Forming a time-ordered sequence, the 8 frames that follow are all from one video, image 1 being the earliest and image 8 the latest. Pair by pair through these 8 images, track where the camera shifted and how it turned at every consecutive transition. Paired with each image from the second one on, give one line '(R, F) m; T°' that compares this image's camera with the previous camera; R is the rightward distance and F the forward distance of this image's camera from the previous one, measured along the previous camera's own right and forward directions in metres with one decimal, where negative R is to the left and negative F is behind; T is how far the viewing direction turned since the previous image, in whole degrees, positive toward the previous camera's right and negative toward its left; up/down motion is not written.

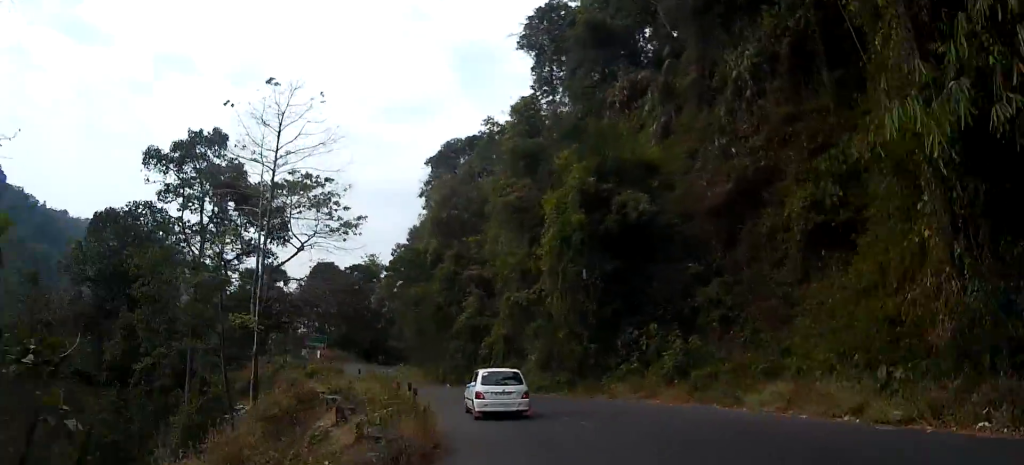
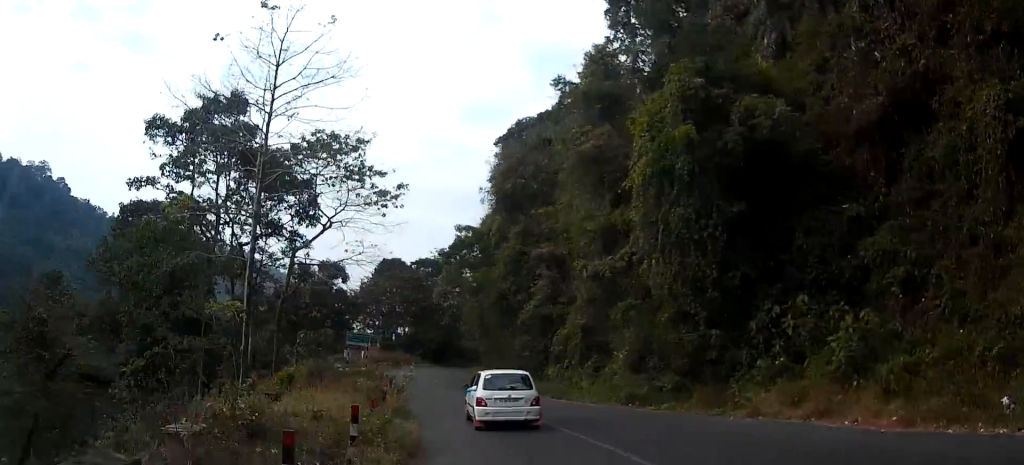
(-0.7, +10.0) m; -7°
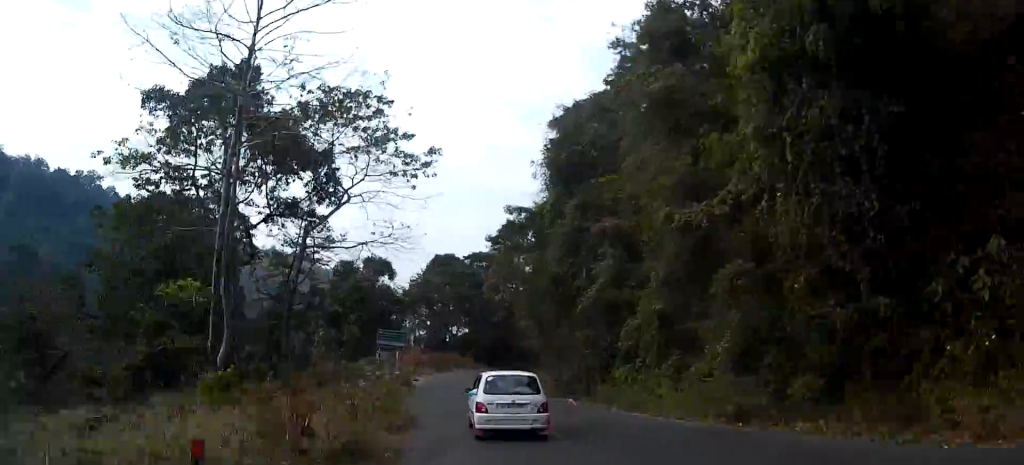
(-0.2, +7.2) m; -4°
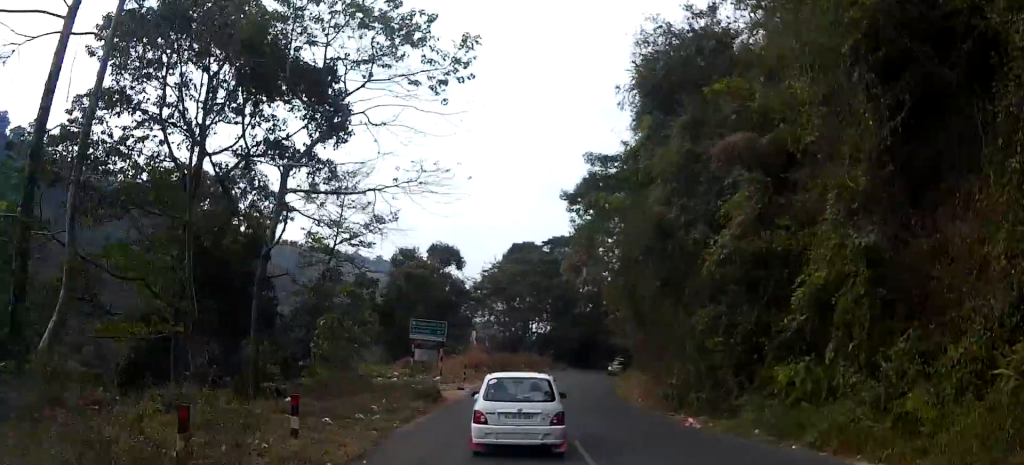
(-1.0, +11.8) m; -3°
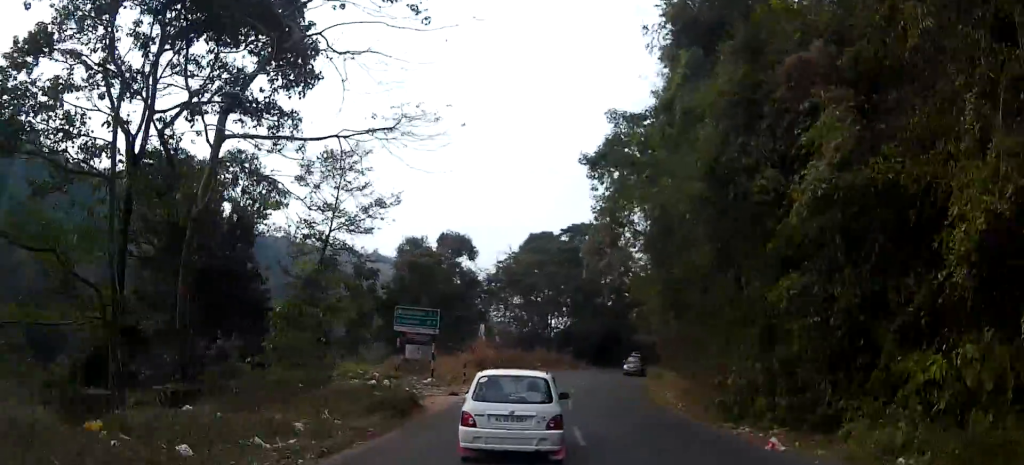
(+0.2, +5.8) m; 0°
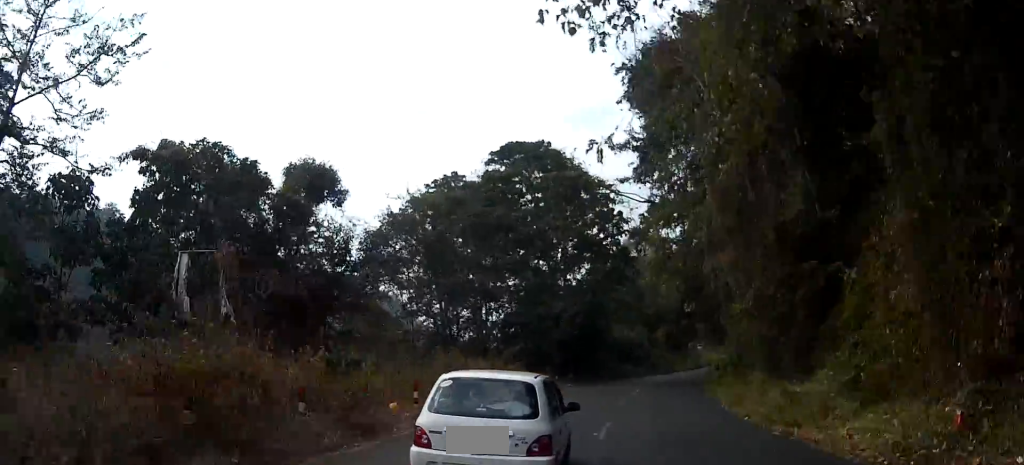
(+0.1, +31.9) m; +4°
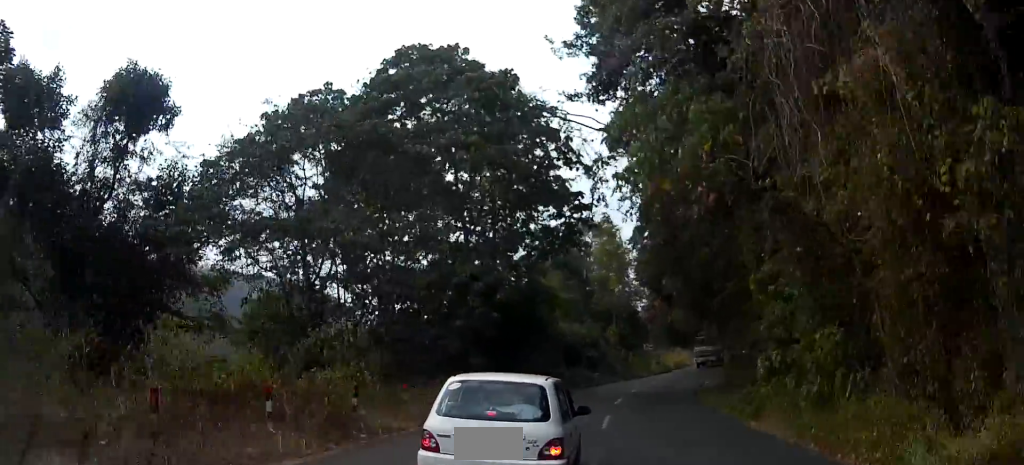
(+0.7, +14.1) m; +5°
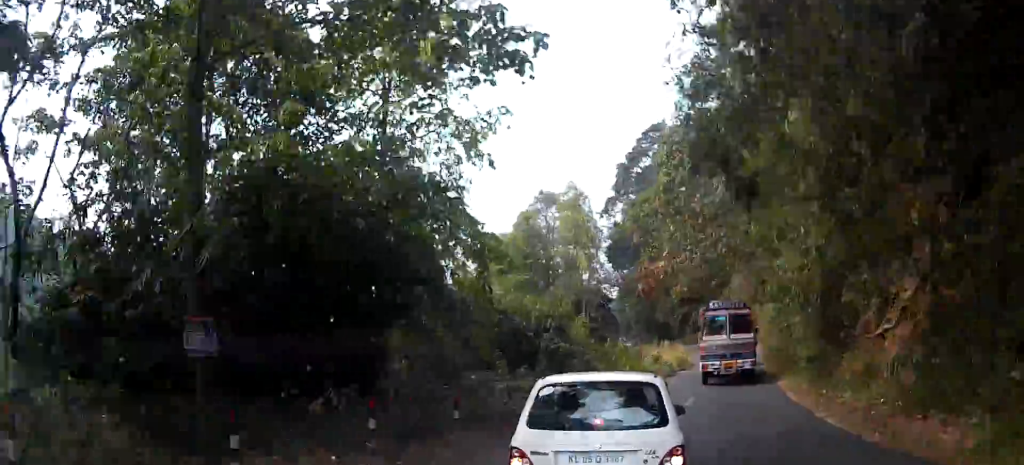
(+1.0, +19.6) m; +7°
